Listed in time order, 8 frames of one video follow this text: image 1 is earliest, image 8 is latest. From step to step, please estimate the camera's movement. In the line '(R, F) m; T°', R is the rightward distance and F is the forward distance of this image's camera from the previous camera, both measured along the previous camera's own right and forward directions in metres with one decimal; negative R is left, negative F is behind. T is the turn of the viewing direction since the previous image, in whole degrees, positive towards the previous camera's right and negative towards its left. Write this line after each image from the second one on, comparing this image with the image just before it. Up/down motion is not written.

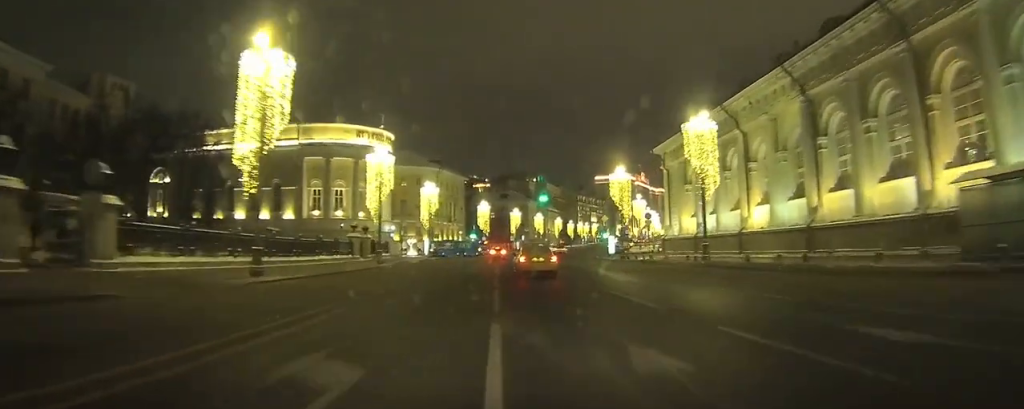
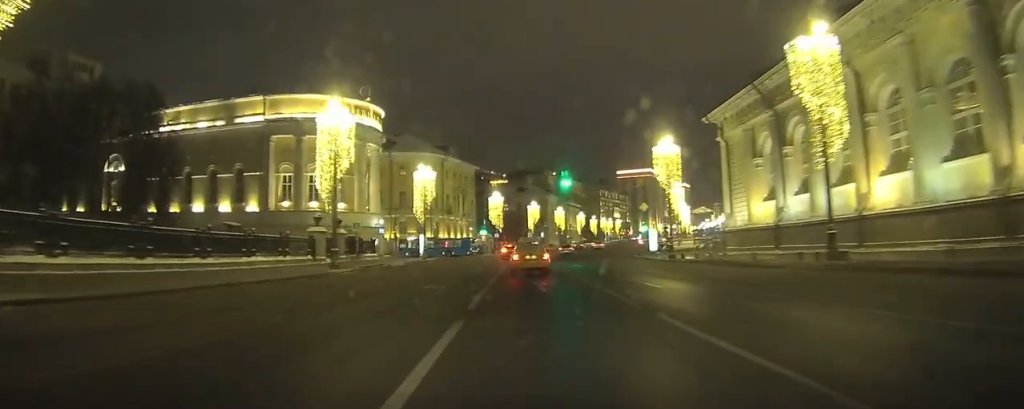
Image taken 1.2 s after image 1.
(0.0, +16.2) m; 0°
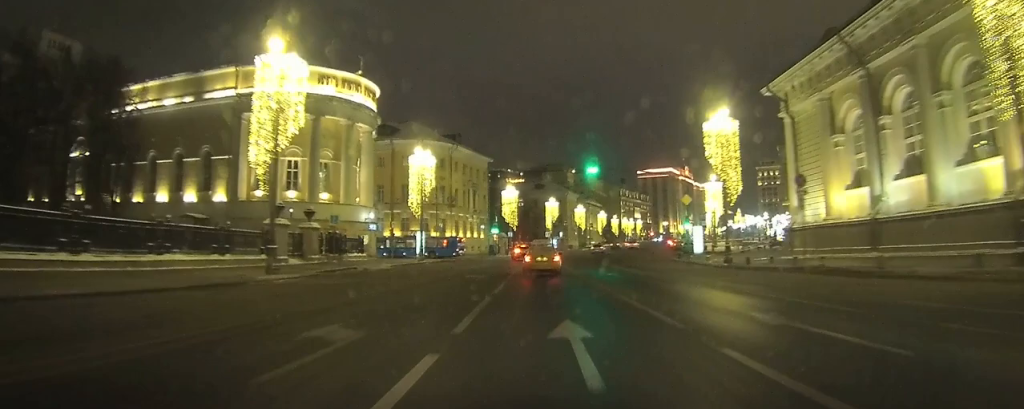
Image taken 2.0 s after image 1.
(0.0, +10.9) m; 0°
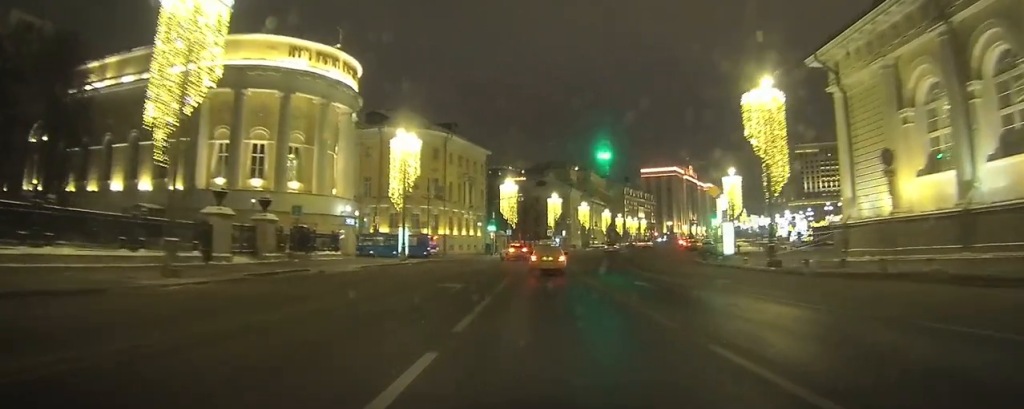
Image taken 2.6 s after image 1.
(+0.1, +7.7) m; 0°
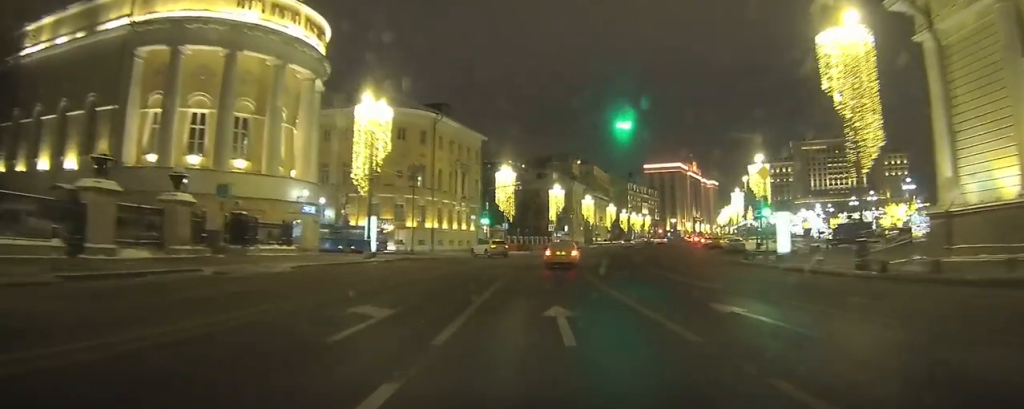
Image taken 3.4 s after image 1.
(0.0, +9.7) m; 0°
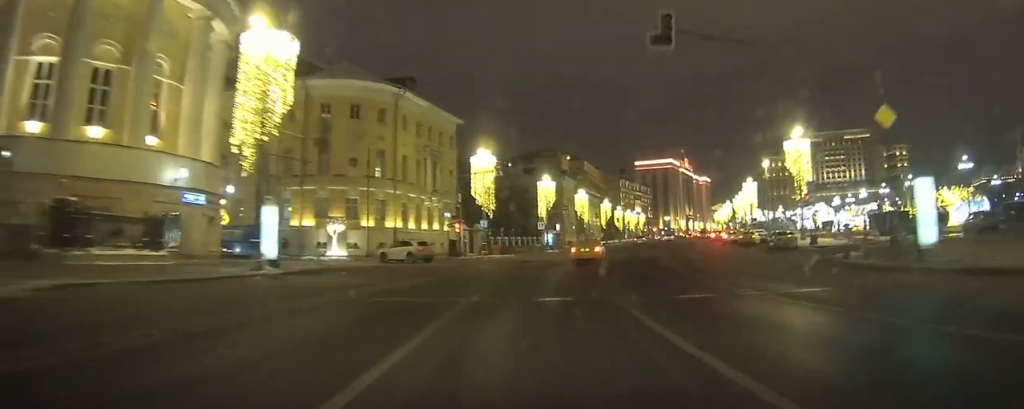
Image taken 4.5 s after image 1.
(0.0, +13.8) m; +1°
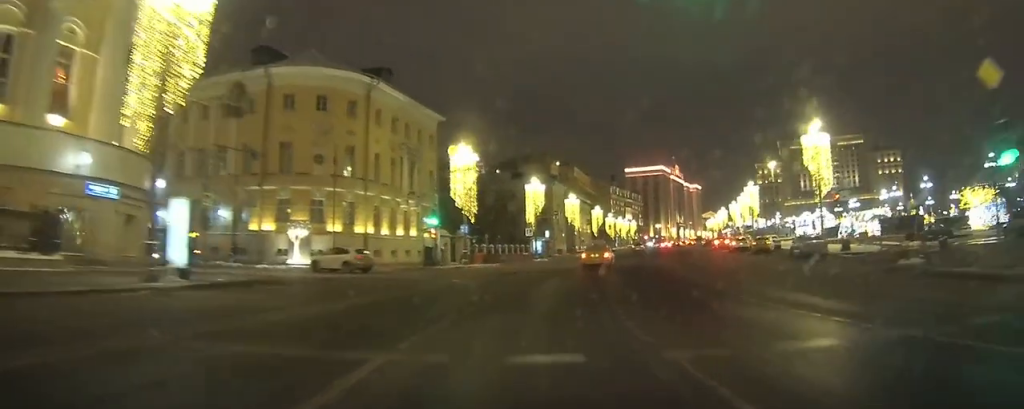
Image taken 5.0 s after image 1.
(+0.1, +6.2) m; +1°
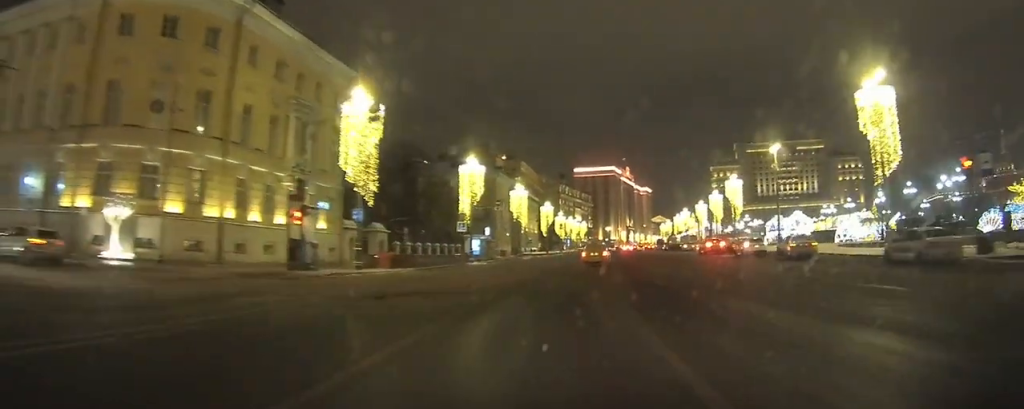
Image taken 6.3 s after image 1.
(+0.4, +16.7) m; +3°
